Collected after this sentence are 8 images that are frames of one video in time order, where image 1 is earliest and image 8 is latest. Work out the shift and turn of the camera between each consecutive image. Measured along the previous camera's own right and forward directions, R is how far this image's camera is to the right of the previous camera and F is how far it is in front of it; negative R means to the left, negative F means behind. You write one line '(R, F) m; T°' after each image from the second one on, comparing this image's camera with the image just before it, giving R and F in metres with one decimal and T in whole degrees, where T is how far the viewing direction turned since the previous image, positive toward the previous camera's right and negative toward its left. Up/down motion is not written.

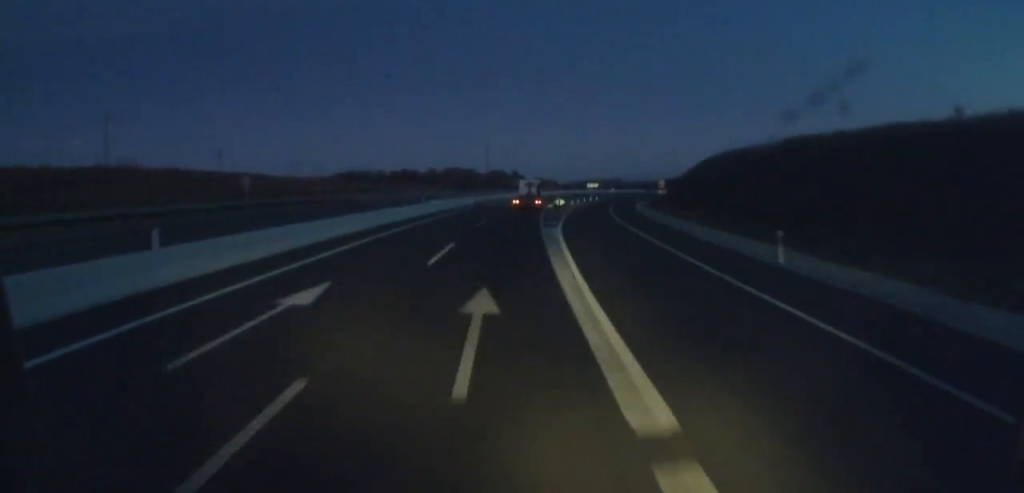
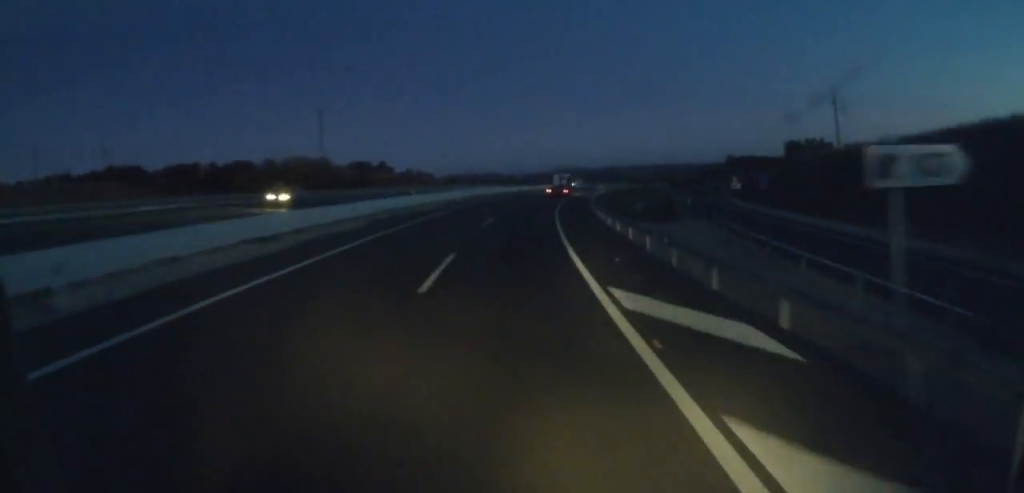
(+9.7, +105.8) m; +11°
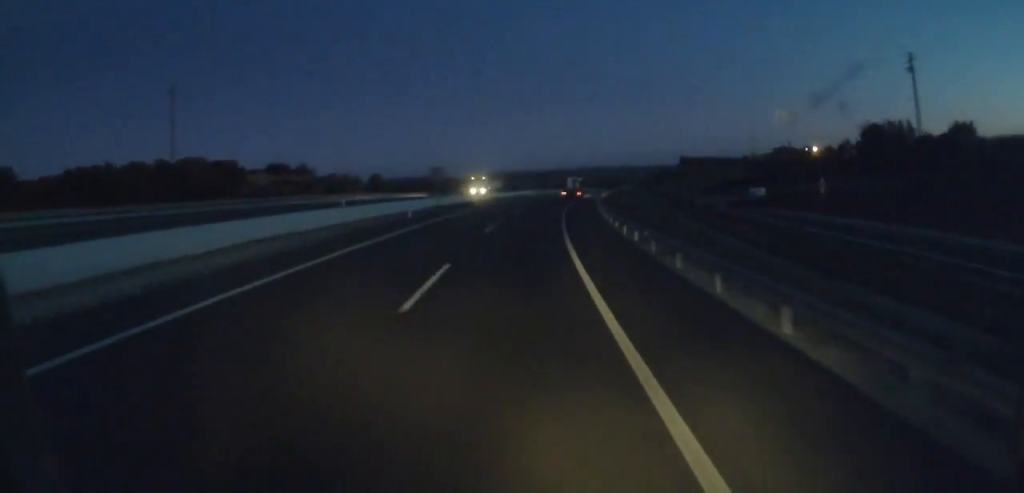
(+2.0, +51.9) m; +6°
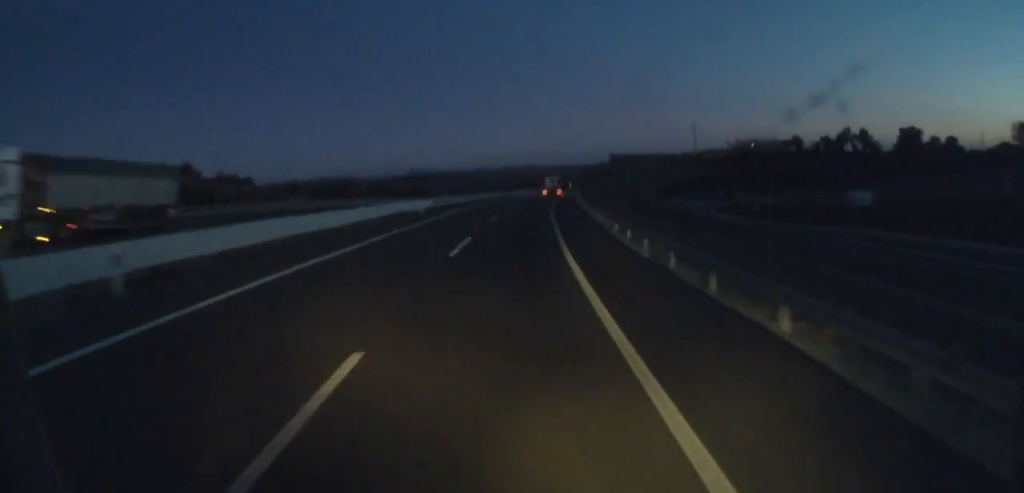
(+3.1, +59.0) m; +5°
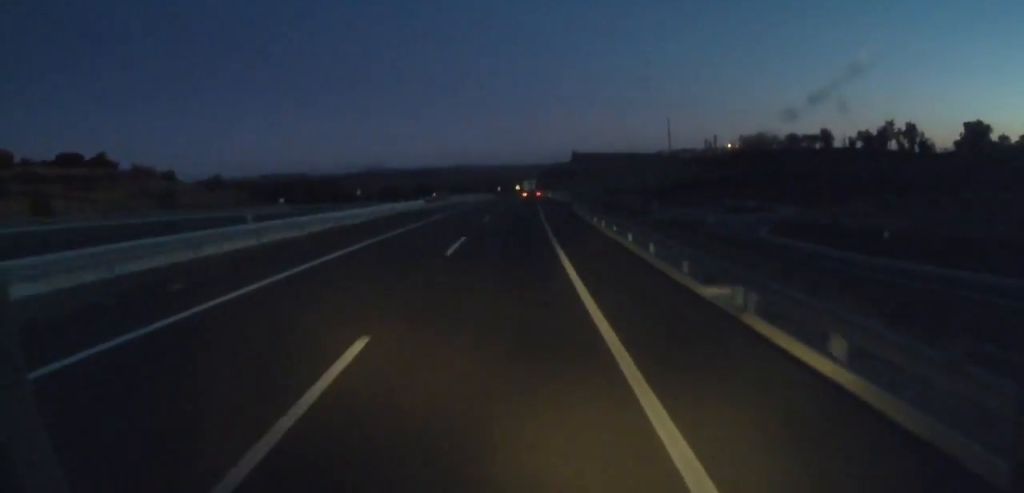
(+2.3, +47.8) m; +3°
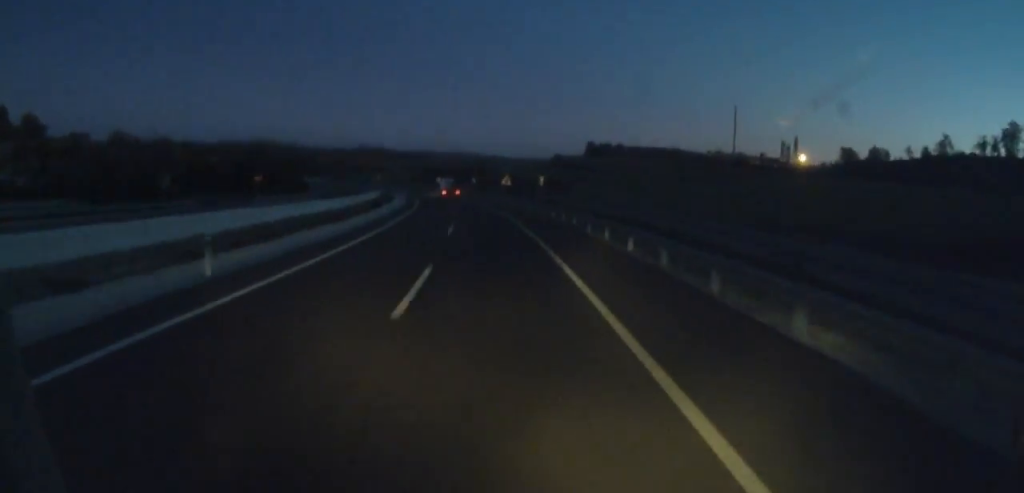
(+6.5, +136.3) m; -1°
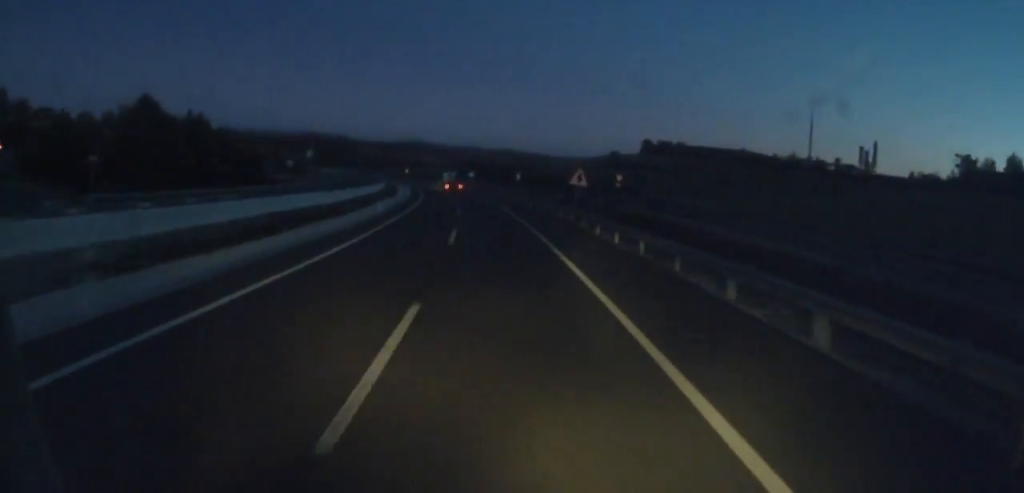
(-1.1, +36.9) m; -3°
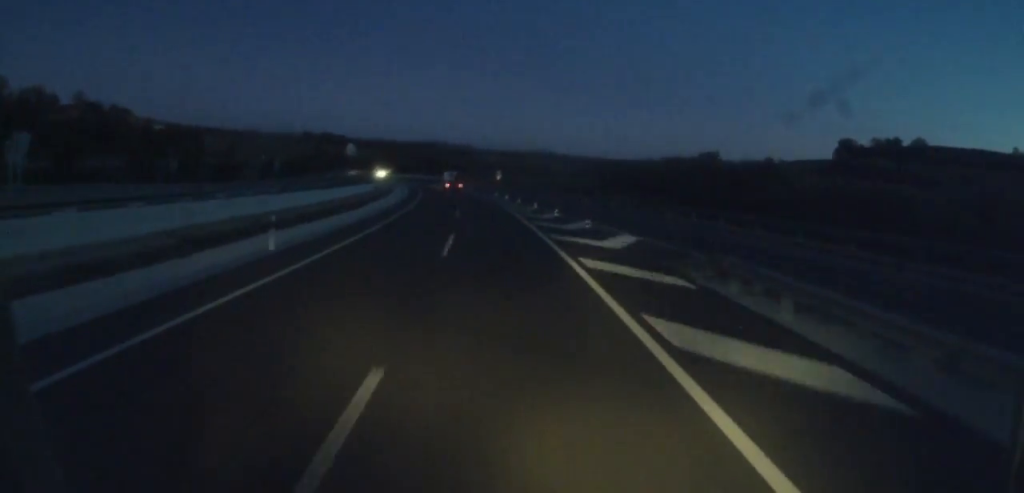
(-11.7, +116.1) m; -11°
